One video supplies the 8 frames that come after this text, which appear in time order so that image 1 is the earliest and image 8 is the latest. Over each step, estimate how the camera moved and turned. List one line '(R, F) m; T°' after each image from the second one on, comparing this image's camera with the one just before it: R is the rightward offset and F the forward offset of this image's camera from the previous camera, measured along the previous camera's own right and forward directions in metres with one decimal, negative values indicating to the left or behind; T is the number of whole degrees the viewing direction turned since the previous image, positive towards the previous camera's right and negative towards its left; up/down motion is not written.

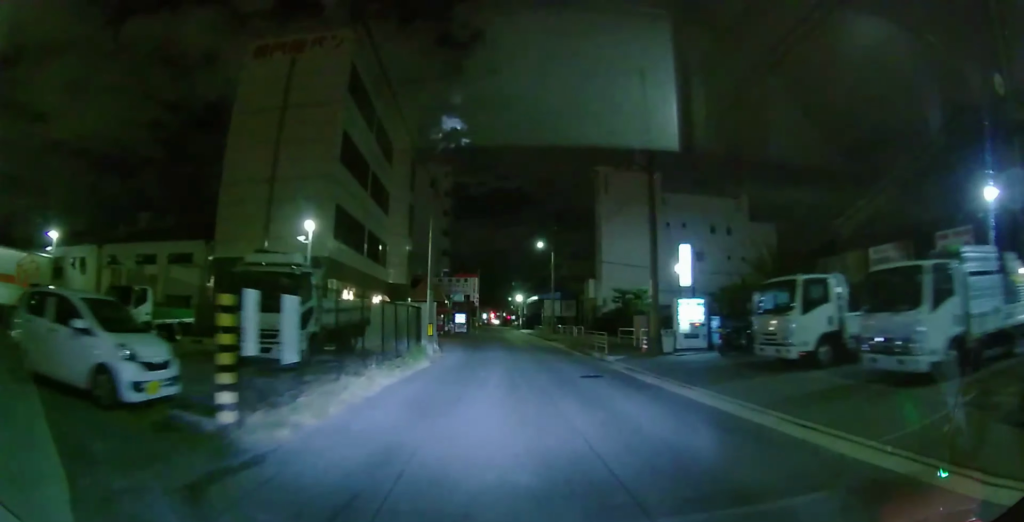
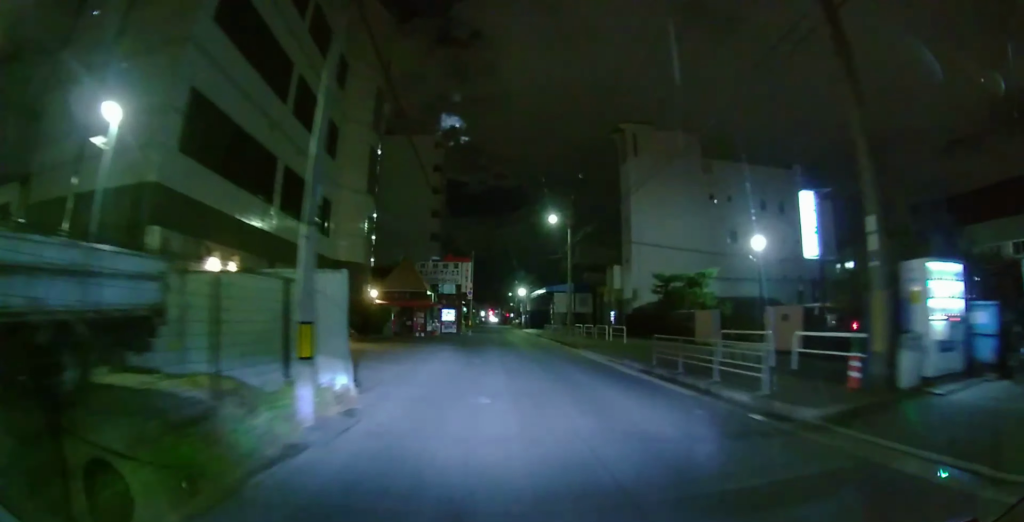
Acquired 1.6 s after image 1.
(+0.1, +12.5) m; 0°
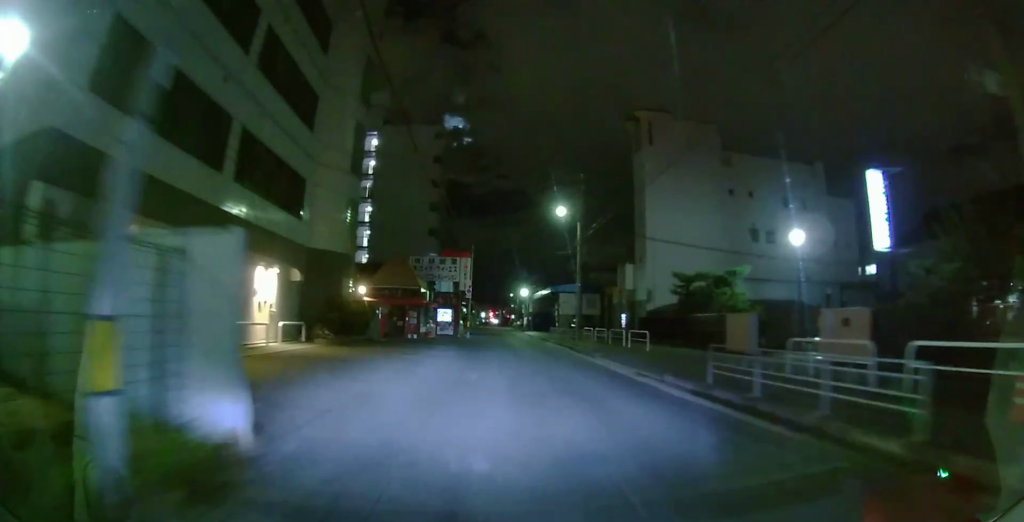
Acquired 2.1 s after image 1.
(0.0, +3.8) m; 0°
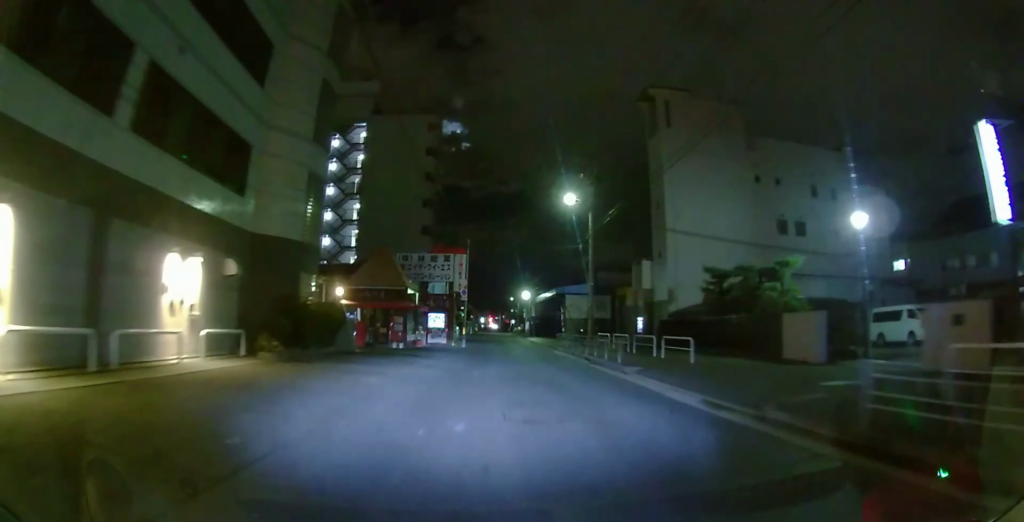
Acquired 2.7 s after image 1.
(0.0, +5.1) m; 0°
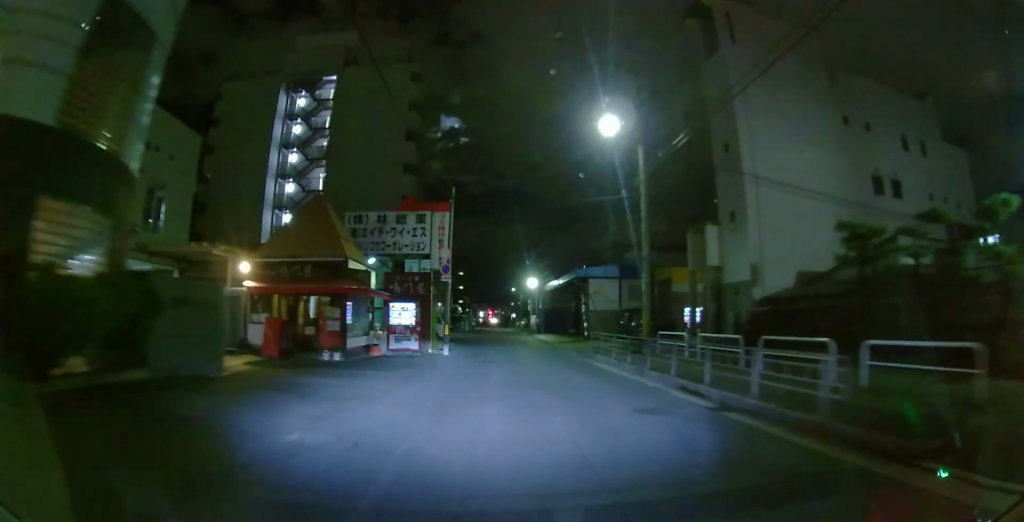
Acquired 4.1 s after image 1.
(0.0, +11.5) m; 0°
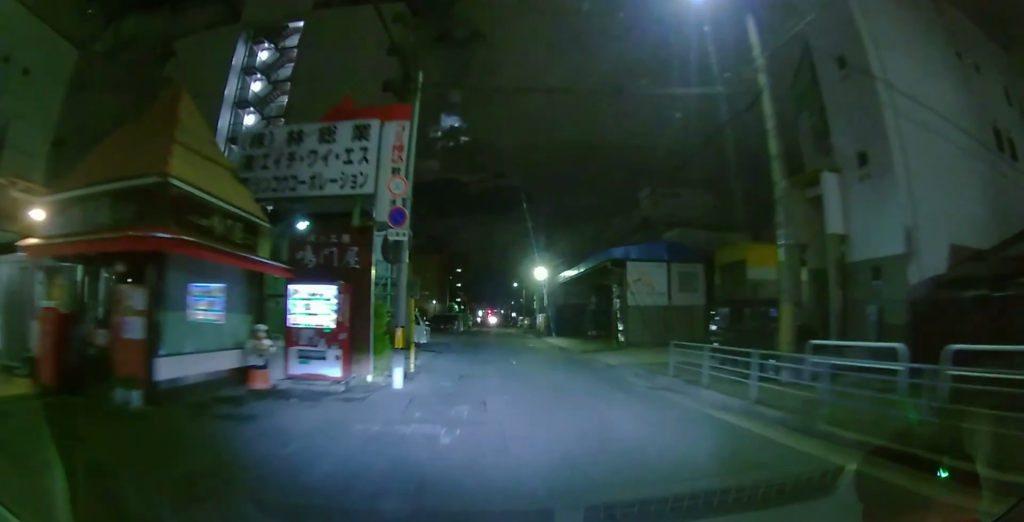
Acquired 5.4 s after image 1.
(+0.1, +10.1) m; +1°
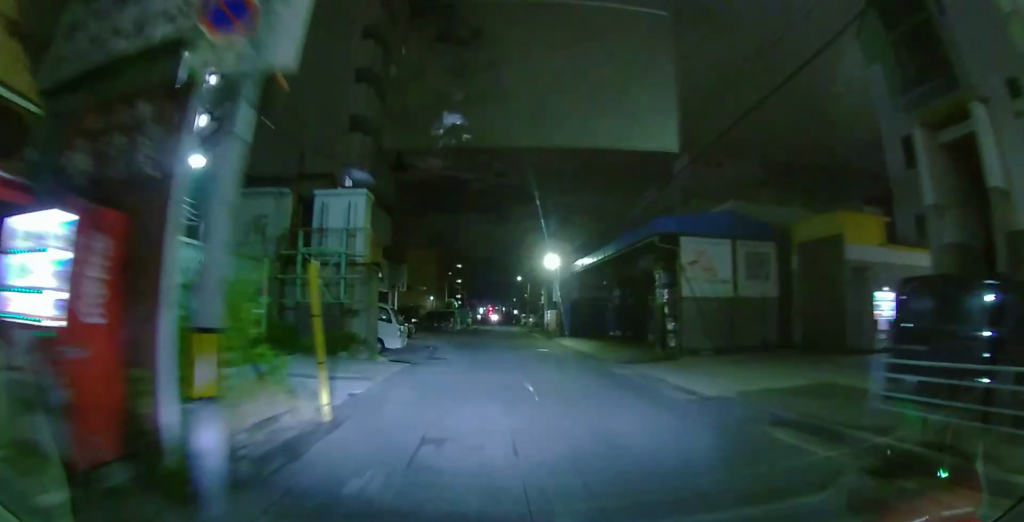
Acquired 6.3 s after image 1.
(0.0, +7.4) m; -1°
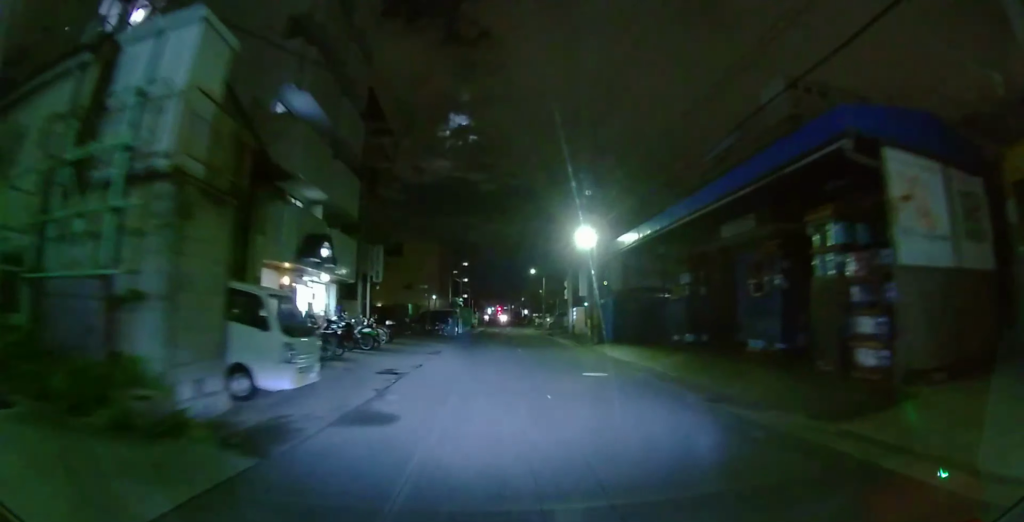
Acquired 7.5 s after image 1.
(-0.2, +10.4) m; -1°
